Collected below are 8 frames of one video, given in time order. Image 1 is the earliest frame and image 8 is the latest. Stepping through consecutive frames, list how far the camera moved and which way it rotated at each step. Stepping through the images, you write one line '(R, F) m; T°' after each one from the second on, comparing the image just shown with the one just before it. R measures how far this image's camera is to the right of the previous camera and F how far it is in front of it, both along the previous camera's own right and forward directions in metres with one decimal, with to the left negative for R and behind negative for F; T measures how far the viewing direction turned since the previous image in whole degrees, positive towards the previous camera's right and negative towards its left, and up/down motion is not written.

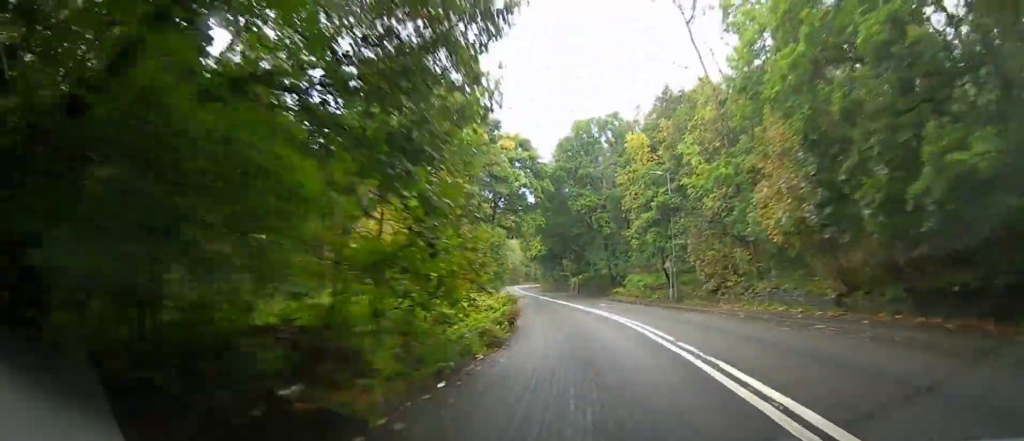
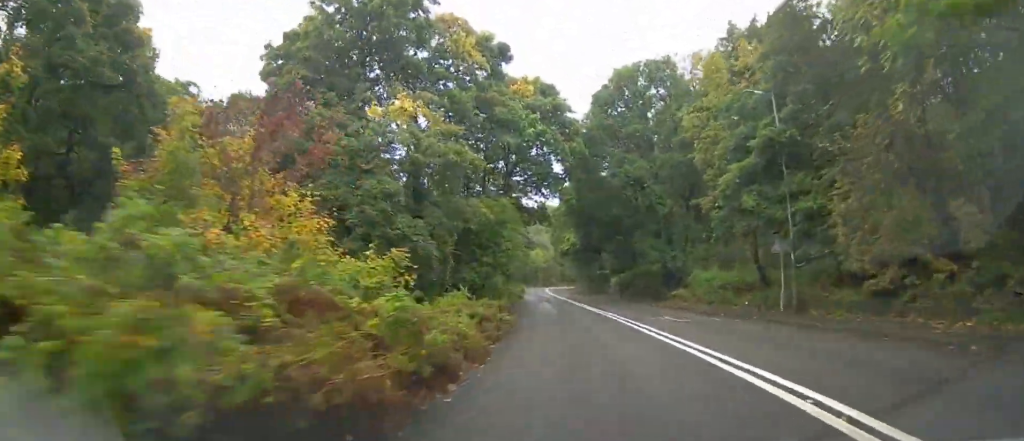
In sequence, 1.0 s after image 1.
(+0.5, +14.9) m; 0°
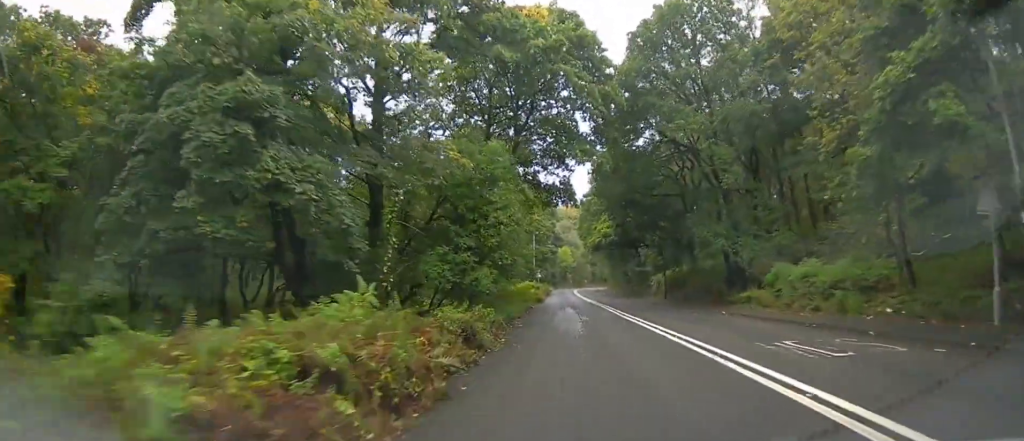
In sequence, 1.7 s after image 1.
(-0.3, +10.5) m; -3°
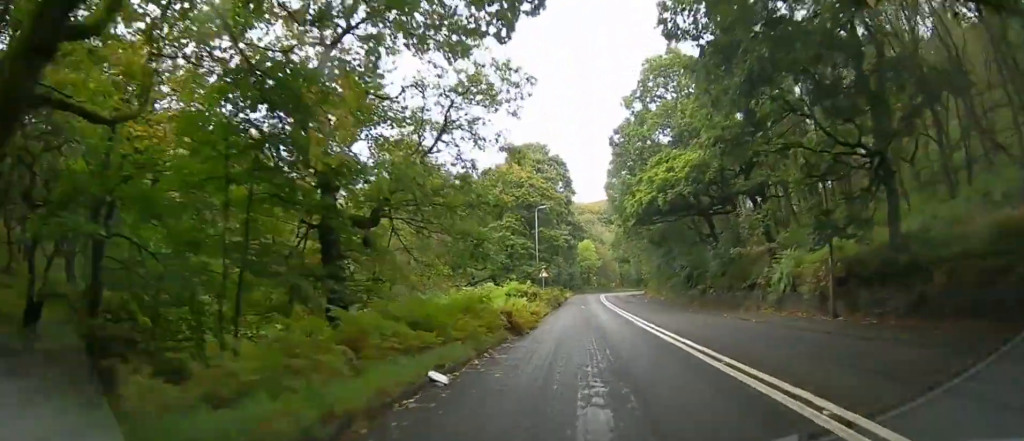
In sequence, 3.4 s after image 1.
(-1.6, +26.7) m; -5°
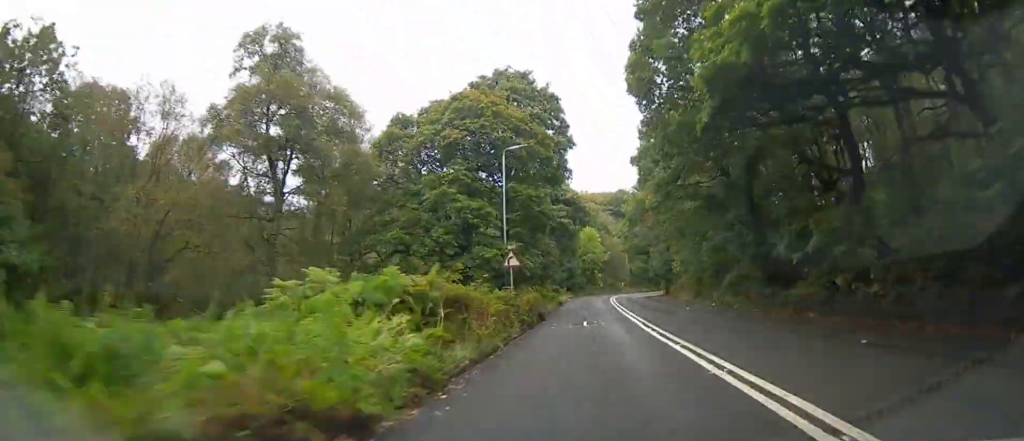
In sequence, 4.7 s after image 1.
(-0.2, +19.6) m; -1°
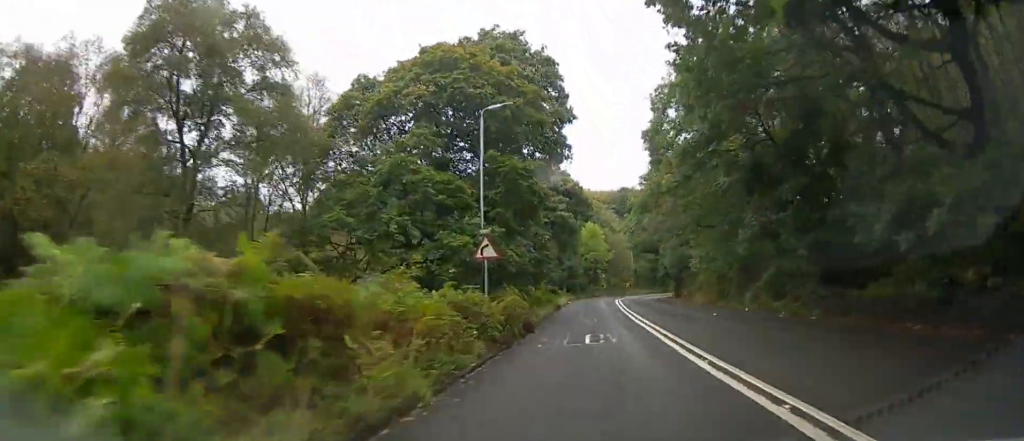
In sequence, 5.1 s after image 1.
(0.0, +6.4) m; 0°
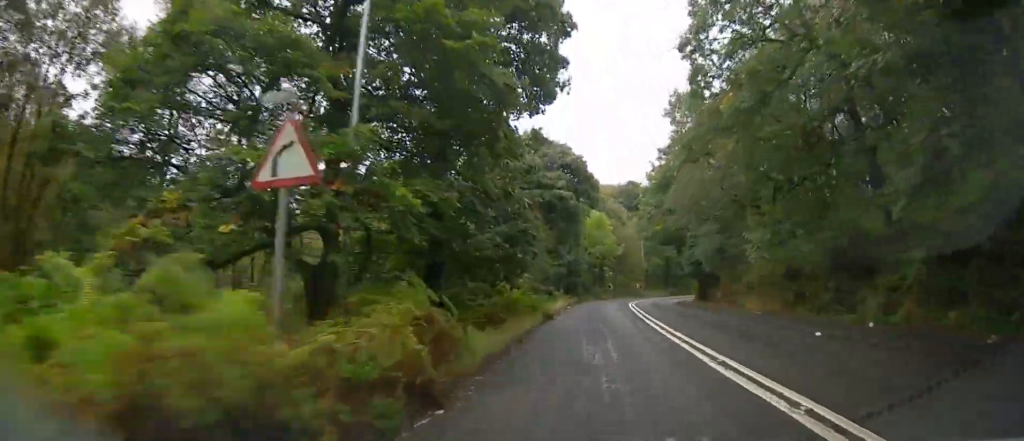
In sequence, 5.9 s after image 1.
(0.0, +11.3) m; 0°
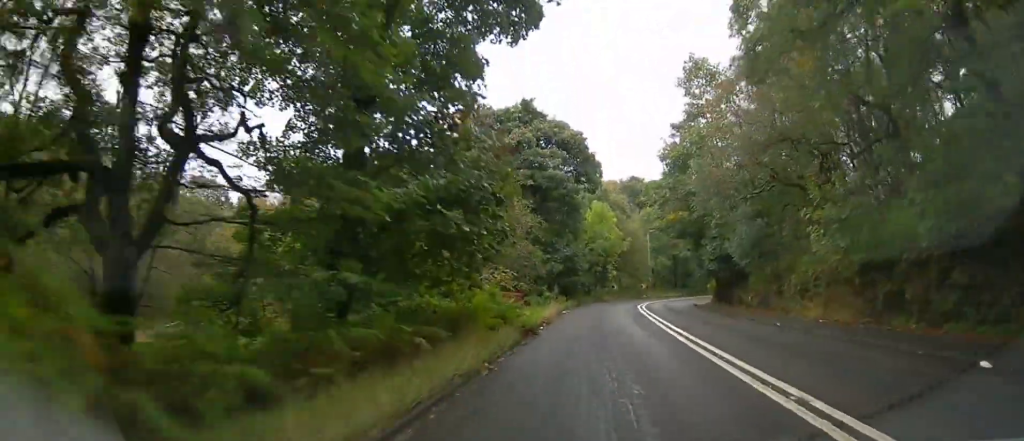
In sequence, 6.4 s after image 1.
(0.0, +6.9) m; 0°
